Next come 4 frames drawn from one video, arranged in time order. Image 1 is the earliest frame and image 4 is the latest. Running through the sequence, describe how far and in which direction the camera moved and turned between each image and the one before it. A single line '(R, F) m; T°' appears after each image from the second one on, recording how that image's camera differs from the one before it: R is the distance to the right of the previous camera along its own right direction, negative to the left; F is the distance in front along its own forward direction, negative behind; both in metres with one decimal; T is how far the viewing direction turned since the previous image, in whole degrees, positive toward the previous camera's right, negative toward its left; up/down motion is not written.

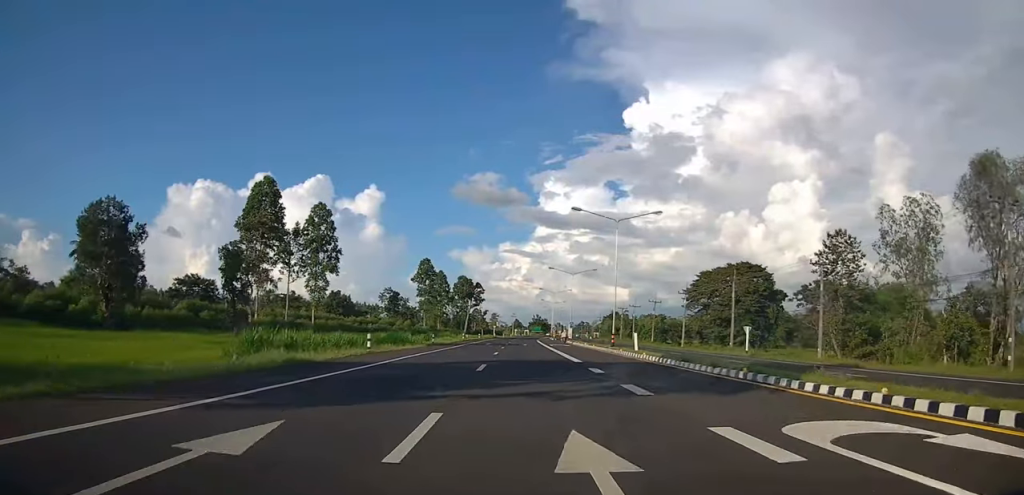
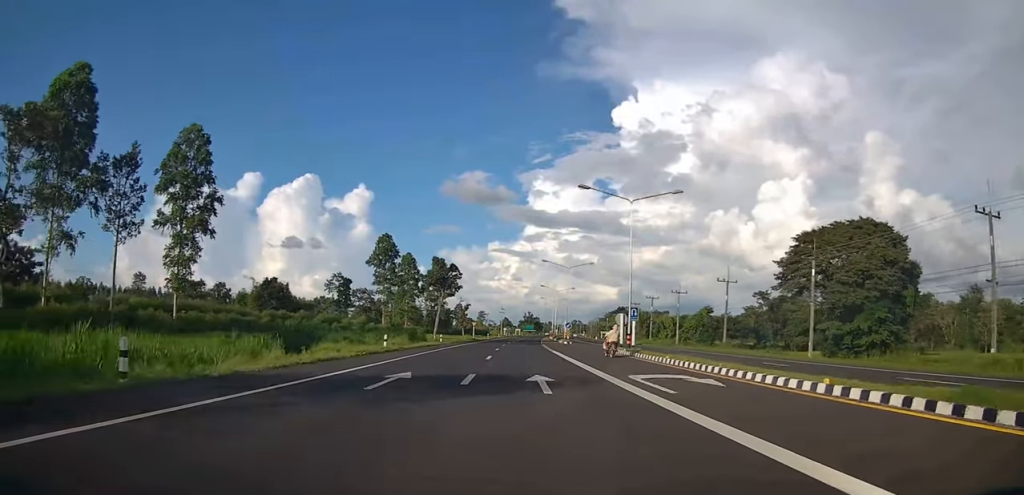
(+0.7, +41.0) m; +1°
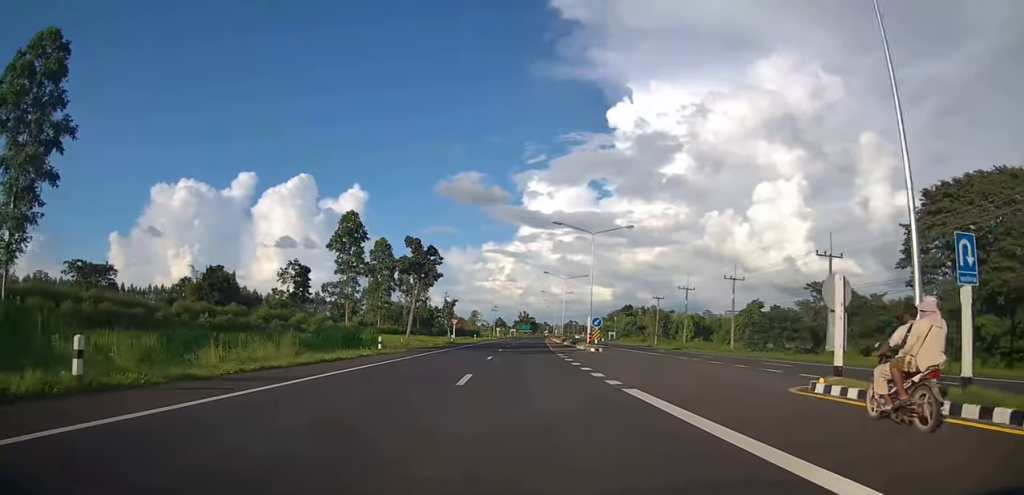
(-0.1, +24.0) m; +2°
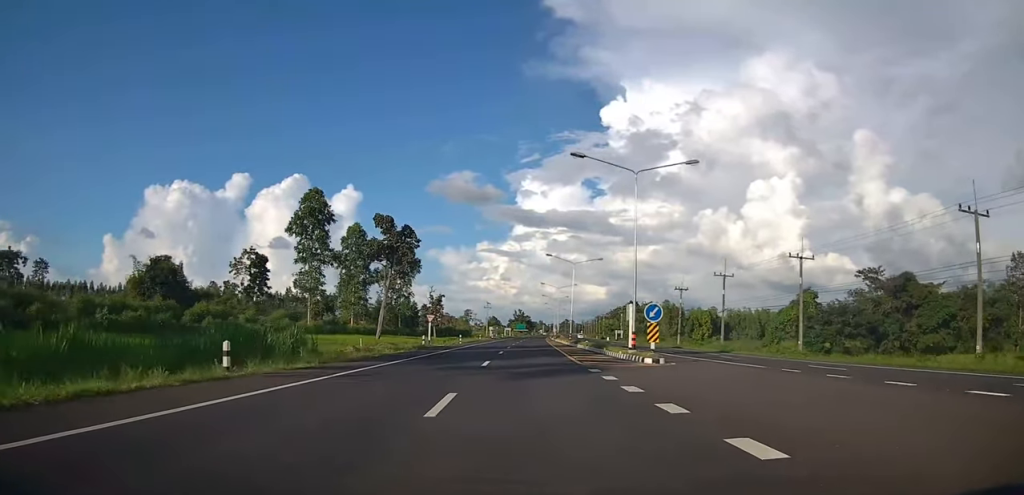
(+0.3, +17.0) m; +2°
